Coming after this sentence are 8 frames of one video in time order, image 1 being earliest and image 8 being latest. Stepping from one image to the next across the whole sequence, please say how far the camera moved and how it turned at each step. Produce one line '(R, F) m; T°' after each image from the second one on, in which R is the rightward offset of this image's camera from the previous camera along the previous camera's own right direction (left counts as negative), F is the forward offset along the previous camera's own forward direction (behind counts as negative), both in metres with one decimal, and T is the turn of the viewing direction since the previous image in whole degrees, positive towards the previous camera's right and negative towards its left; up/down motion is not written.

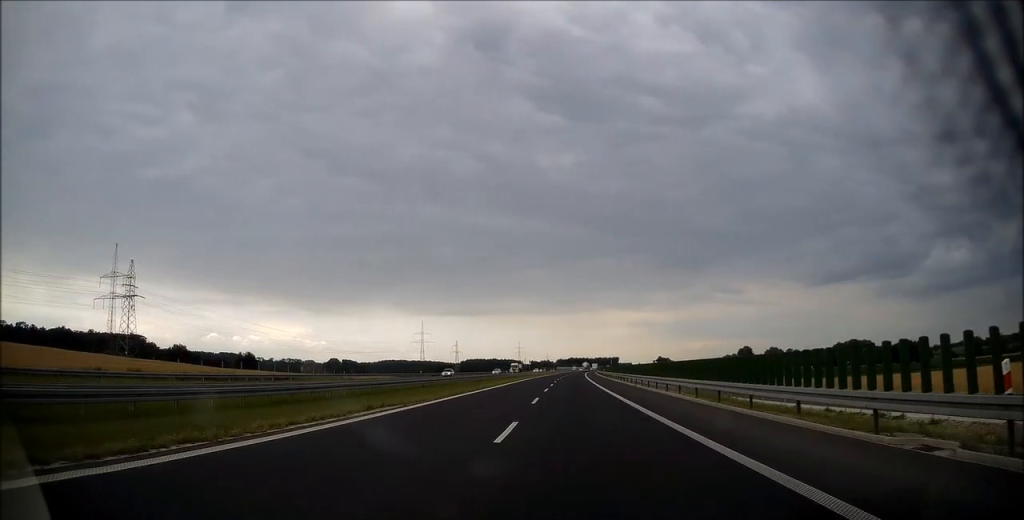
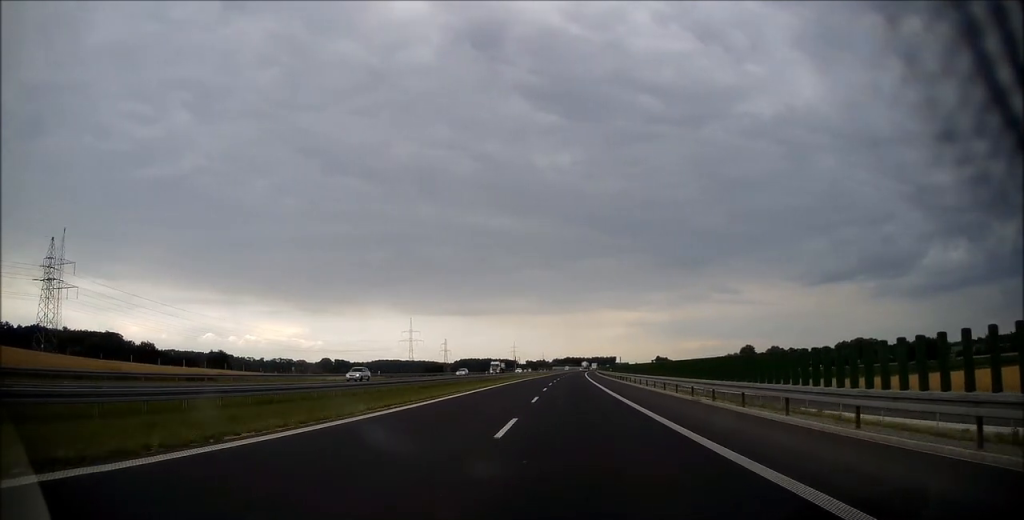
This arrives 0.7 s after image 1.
(+0.1, +23.3) m; 0°
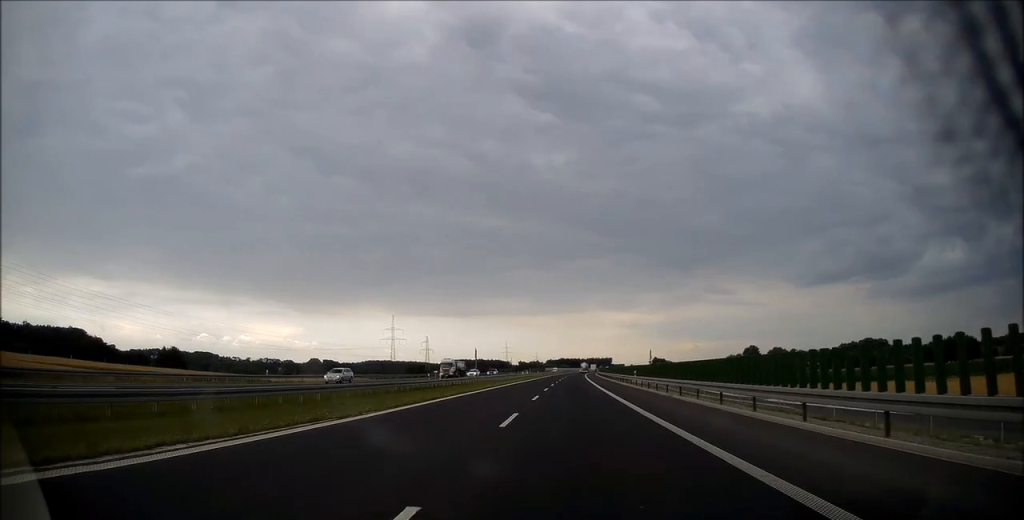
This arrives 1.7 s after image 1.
(+0.1, +33.2) m; +1°
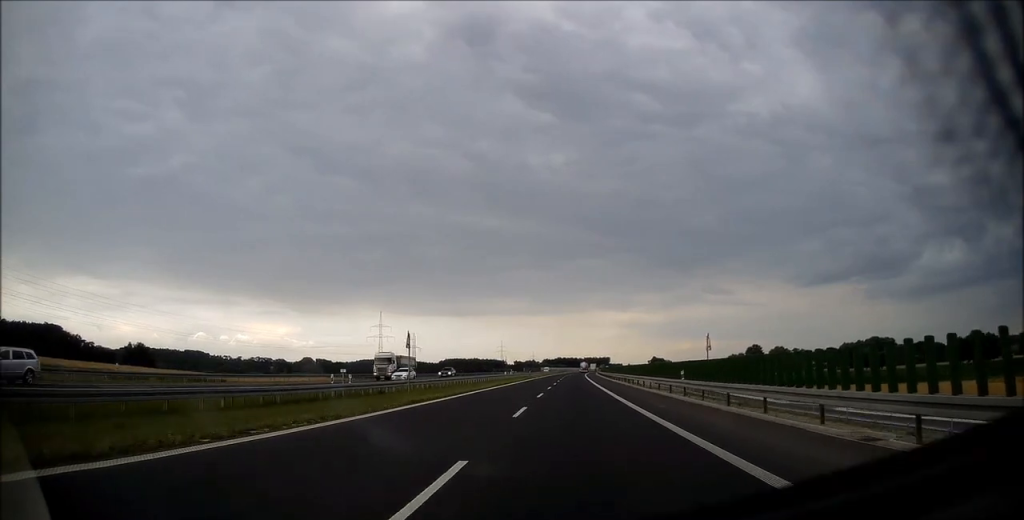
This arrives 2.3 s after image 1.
(+0.2, +21.0) m; 0°
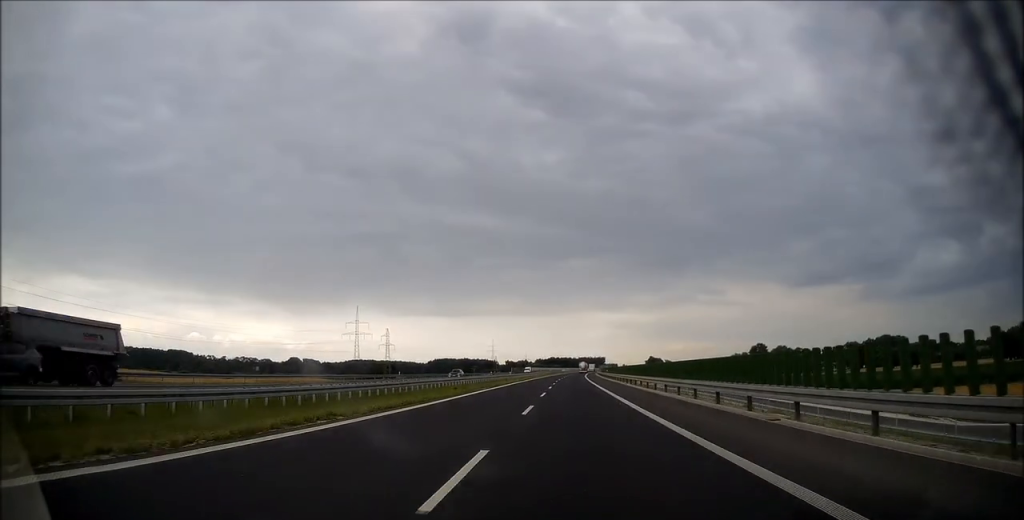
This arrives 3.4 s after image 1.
(-0.1, +34.4) m; 0°
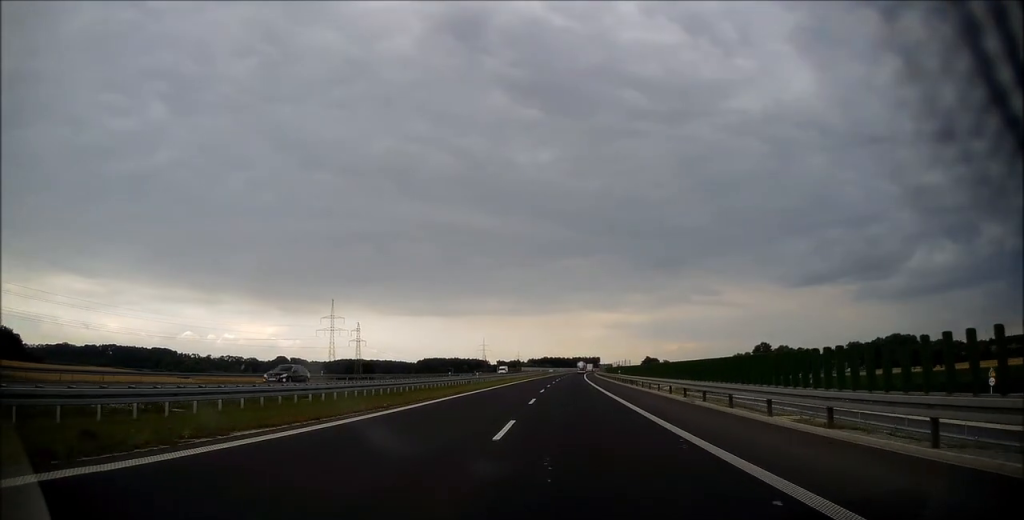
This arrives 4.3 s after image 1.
(+0.3, +30.0) m; +1°
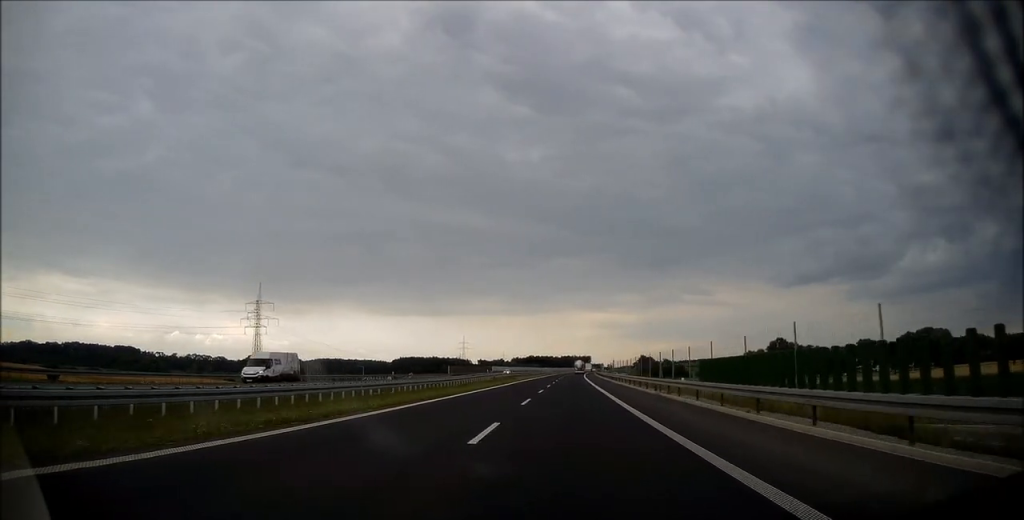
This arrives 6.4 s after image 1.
(+0.2, +71.7) m; +1°
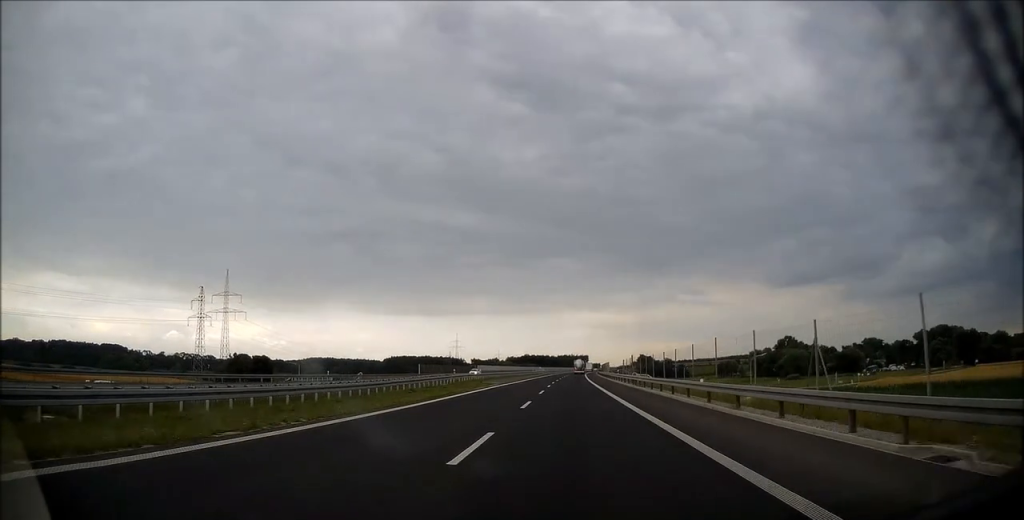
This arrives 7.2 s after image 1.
(+0.4, +25.9) m; 0°
